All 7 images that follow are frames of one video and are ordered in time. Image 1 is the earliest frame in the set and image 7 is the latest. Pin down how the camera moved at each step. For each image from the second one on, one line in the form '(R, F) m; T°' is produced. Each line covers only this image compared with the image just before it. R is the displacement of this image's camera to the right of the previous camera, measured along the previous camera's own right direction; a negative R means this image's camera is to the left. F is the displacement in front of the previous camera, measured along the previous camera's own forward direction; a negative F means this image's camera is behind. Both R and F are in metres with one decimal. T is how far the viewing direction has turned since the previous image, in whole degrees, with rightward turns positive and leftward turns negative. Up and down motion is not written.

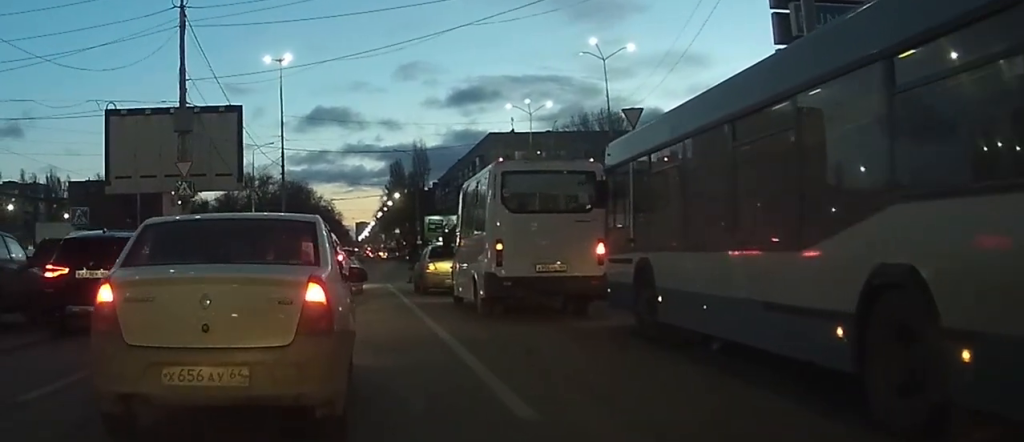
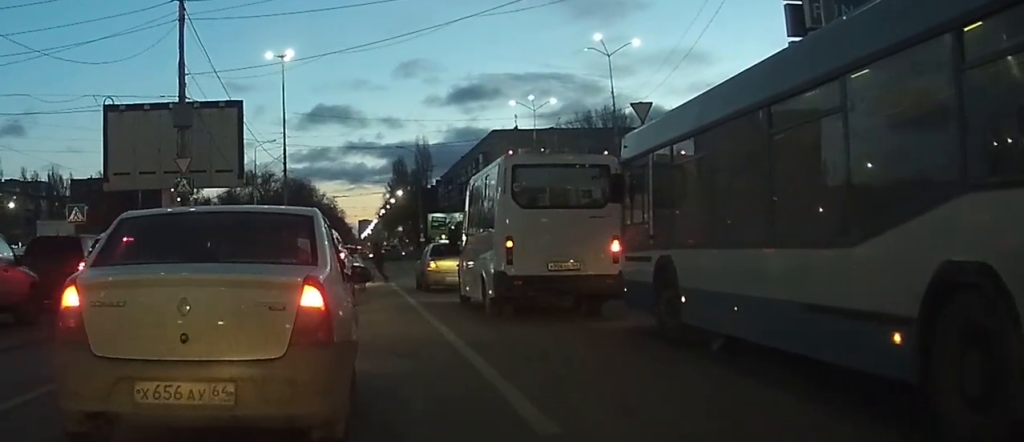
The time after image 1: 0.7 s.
(0.0, +0.5) m; 0°
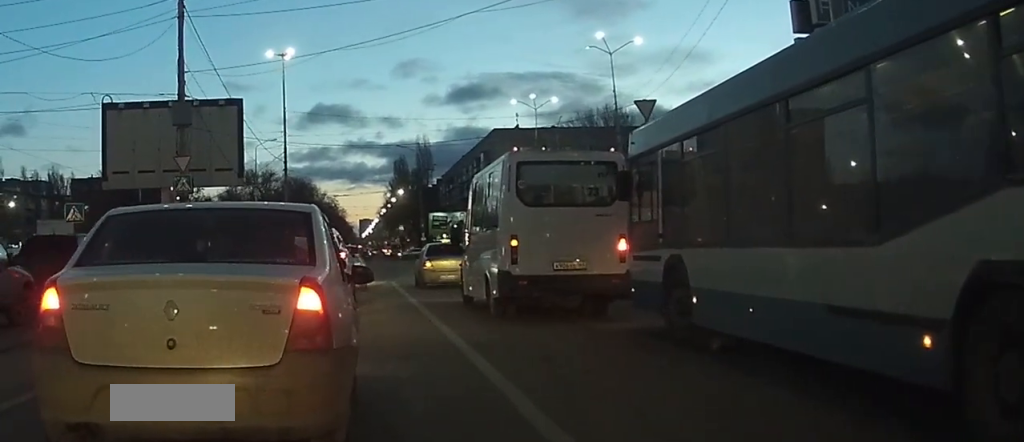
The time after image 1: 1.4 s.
(-0.1, +0.5) m; 0°
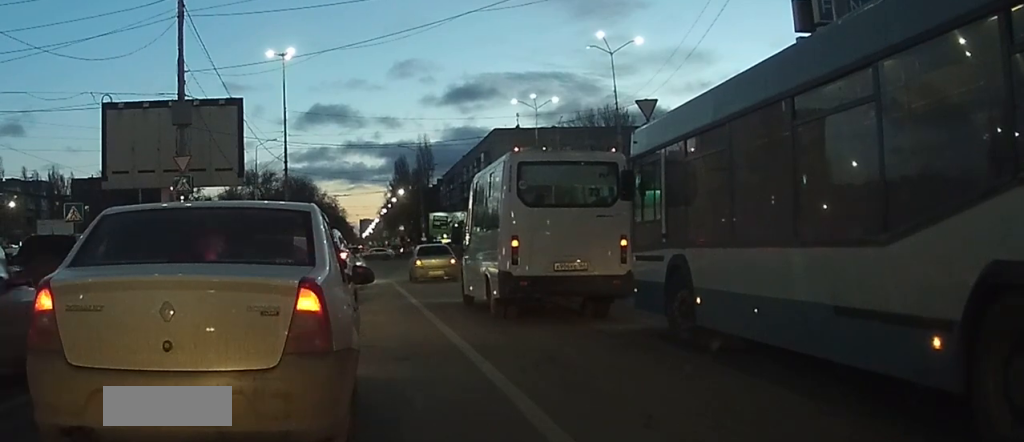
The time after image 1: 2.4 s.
(-0.1, +0.7) m; 0°
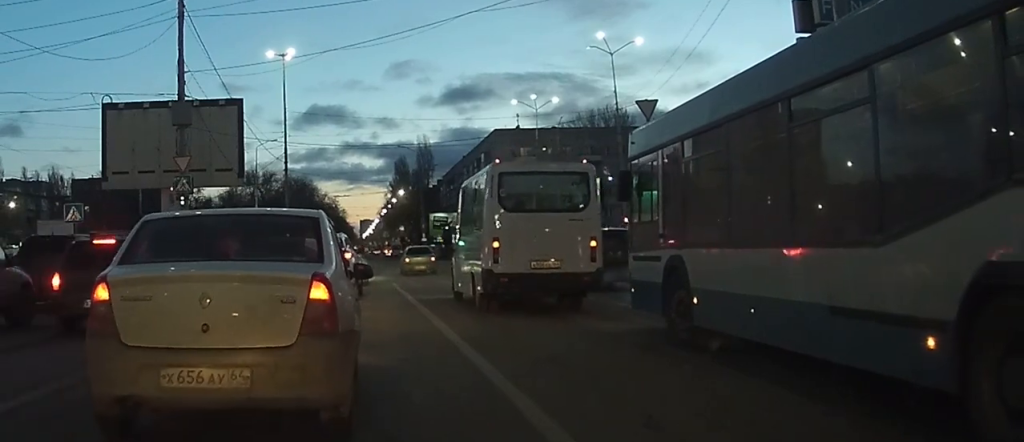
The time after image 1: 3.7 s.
(0.0, +0.7) m; 0°
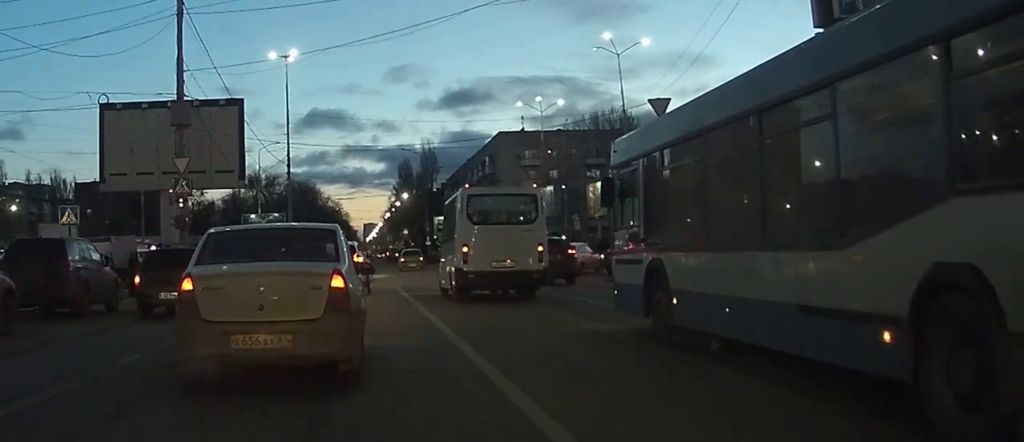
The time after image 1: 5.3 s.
(-0.1, +0.6) m; 0°
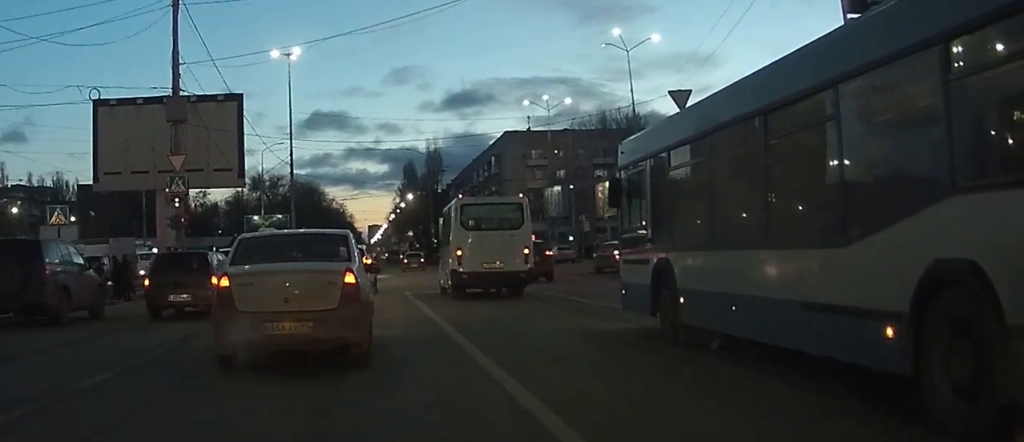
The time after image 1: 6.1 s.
(0.0, +0.4) m; 0°
